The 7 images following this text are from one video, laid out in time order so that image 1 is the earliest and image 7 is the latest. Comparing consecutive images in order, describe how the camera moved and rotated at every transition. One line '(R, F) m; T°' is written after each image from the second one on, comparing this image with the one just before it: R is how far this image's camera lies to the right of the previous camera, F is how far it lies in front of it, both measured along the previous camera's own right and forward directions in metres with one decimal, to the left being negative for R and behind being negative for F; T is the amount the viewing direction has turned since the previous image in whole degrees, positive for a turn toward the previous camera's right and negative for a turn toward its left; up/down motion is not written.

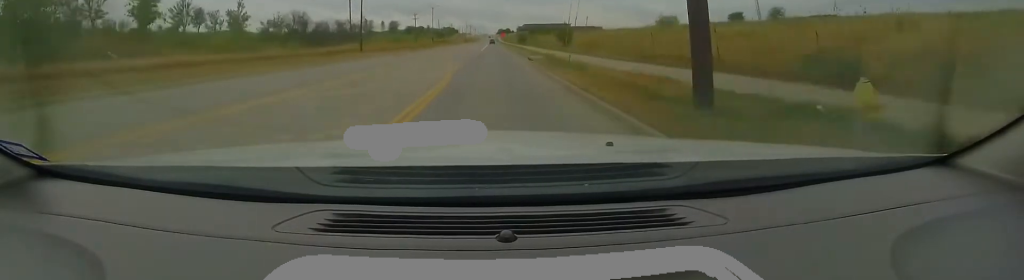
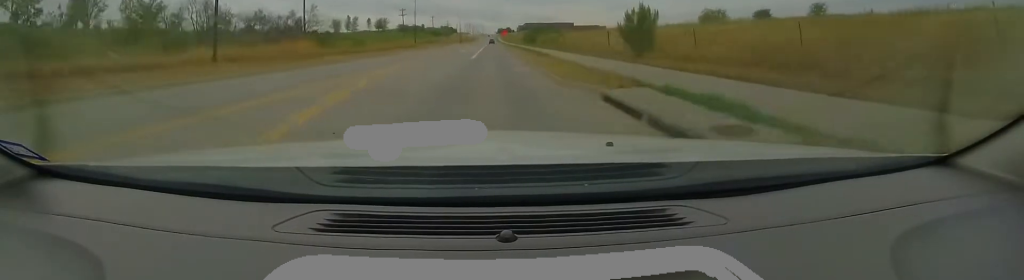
(0.0, +18.5) m; 0°
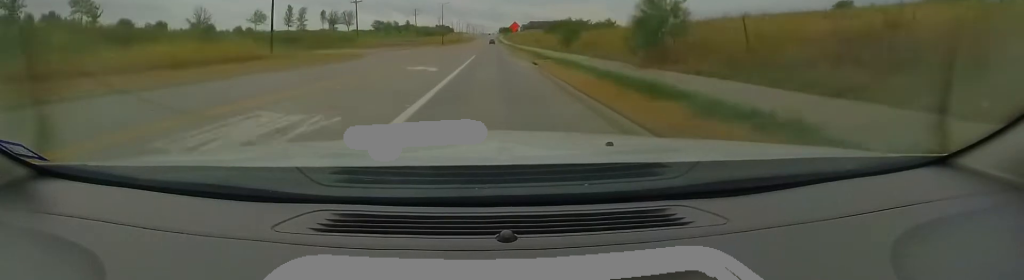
(+0.7, +42.0) m; +1°
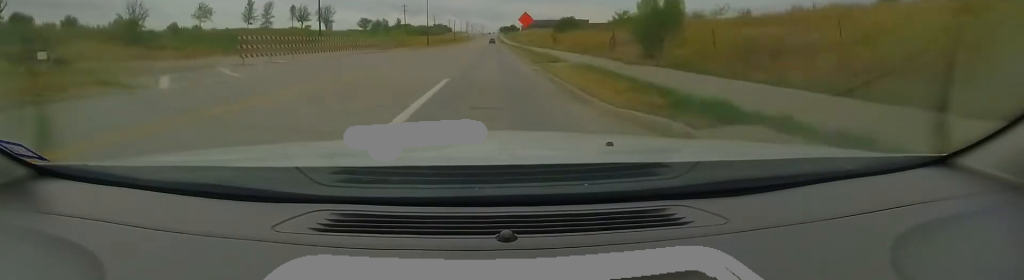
(-0.1, +17.6) m; -1°
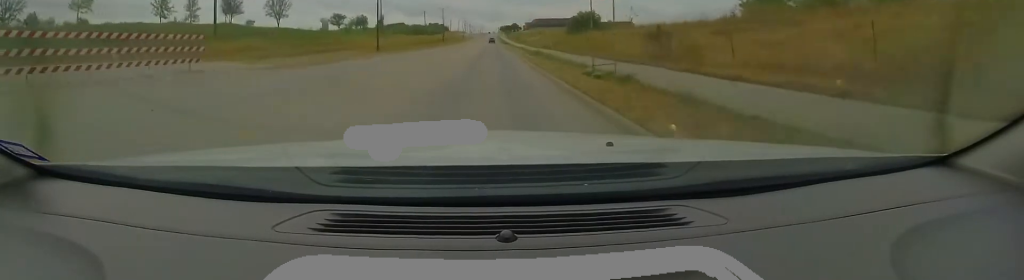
(-0.3, +25.8) m; -1°
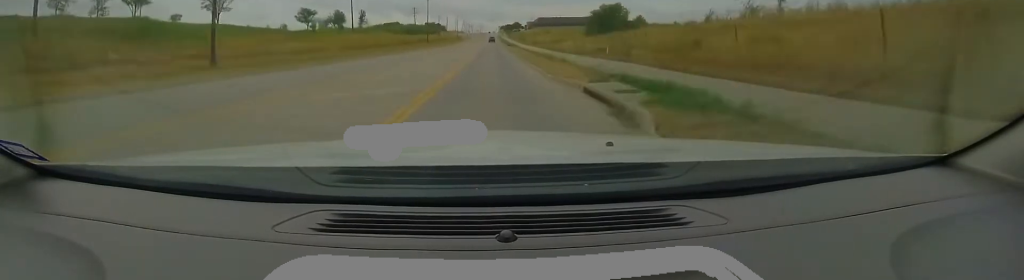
(0.0, +21.7) m; 0°
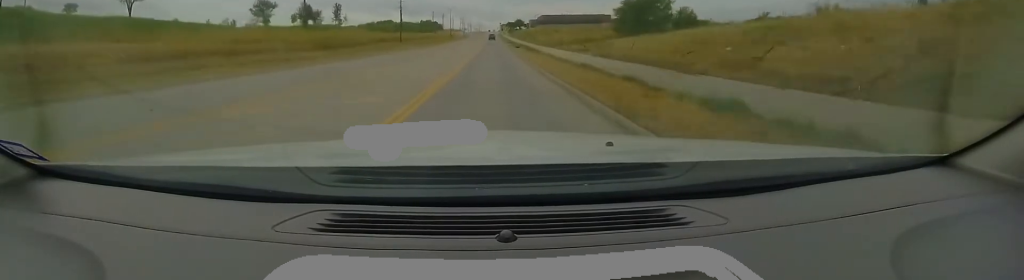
(0.0, +19.9) m; 0°
